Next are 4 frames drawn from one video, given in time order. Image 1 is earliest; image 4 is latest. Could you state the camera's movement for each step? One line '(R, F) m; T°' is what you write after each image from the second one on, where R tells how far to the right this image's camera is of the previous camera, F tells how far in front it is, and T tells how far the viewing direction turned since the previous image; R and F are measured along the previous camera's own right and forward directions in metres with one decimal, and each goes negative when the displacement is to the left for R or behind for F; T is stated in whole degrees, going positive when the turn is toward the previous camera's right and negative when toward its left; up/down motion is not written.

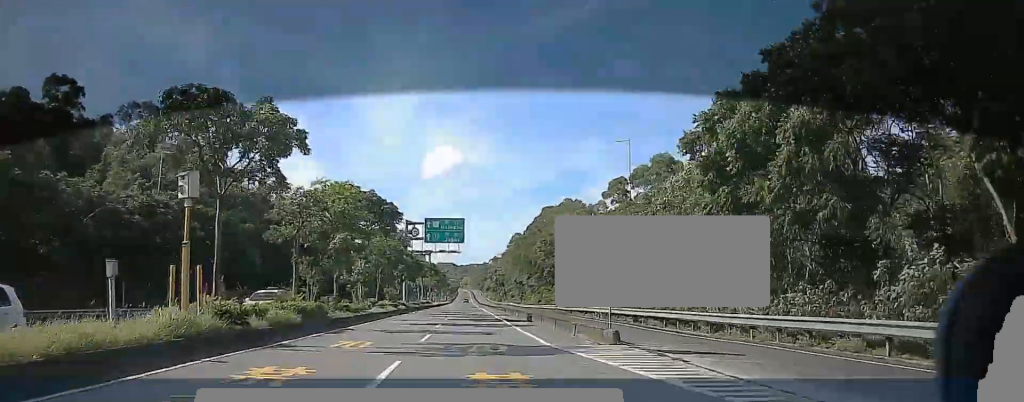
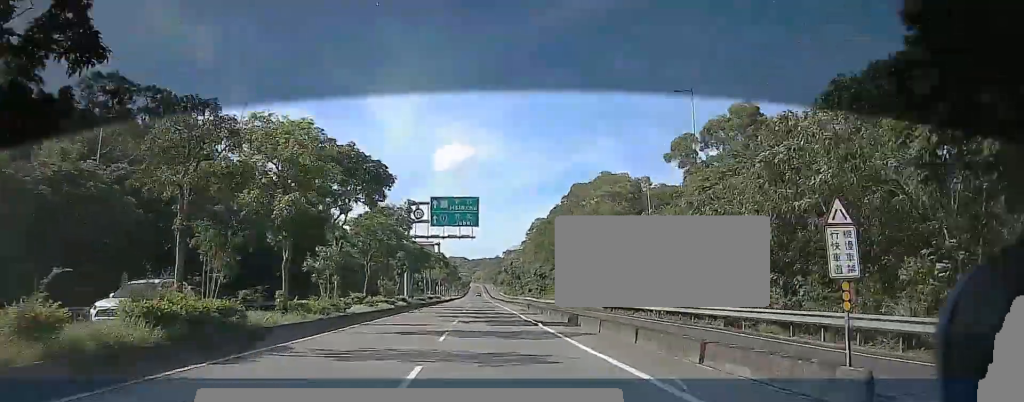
(+0.4, +12.3) m; +2°
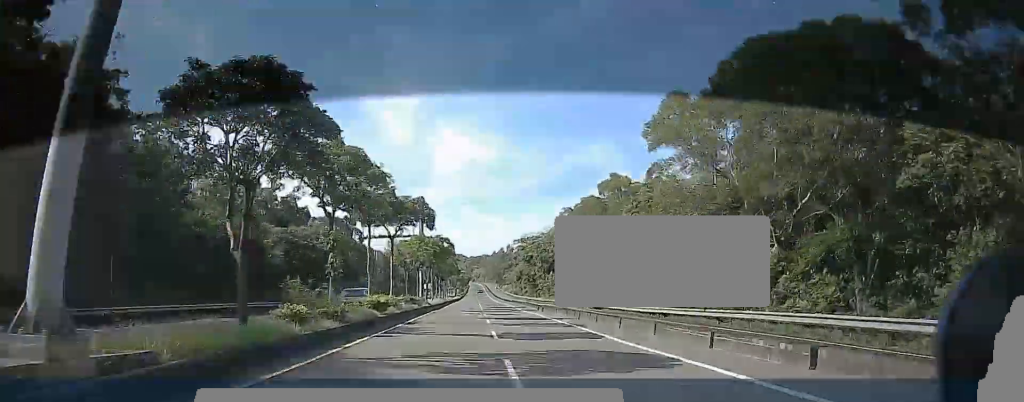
(0.0, +29.5) m; 0°
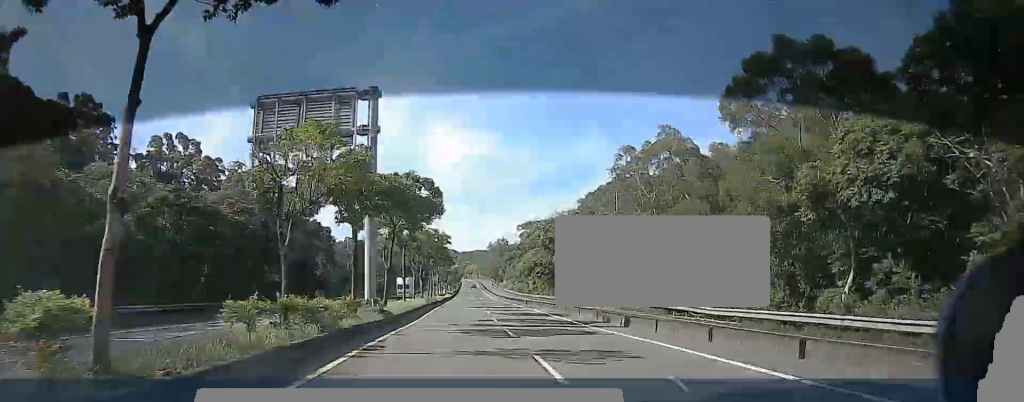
(0.0, +6.9) m; -6°
